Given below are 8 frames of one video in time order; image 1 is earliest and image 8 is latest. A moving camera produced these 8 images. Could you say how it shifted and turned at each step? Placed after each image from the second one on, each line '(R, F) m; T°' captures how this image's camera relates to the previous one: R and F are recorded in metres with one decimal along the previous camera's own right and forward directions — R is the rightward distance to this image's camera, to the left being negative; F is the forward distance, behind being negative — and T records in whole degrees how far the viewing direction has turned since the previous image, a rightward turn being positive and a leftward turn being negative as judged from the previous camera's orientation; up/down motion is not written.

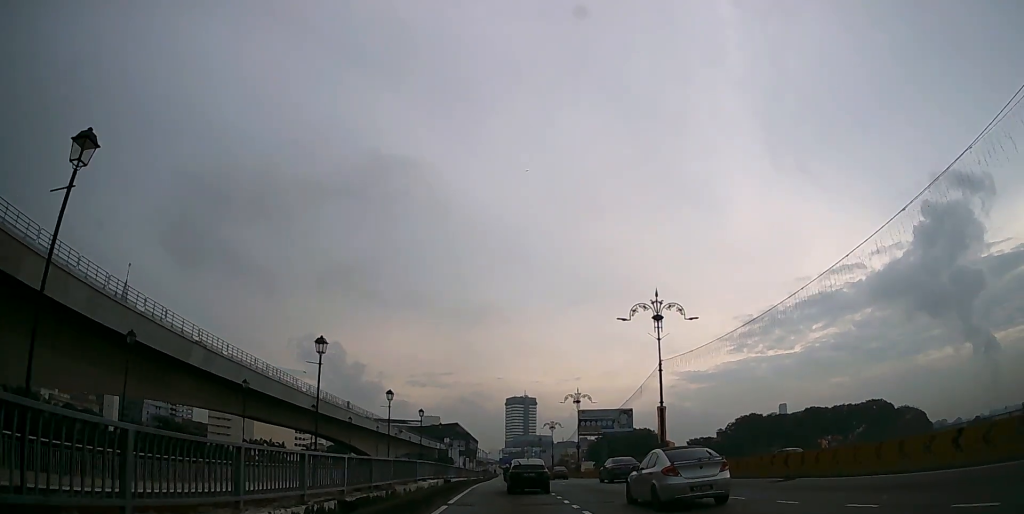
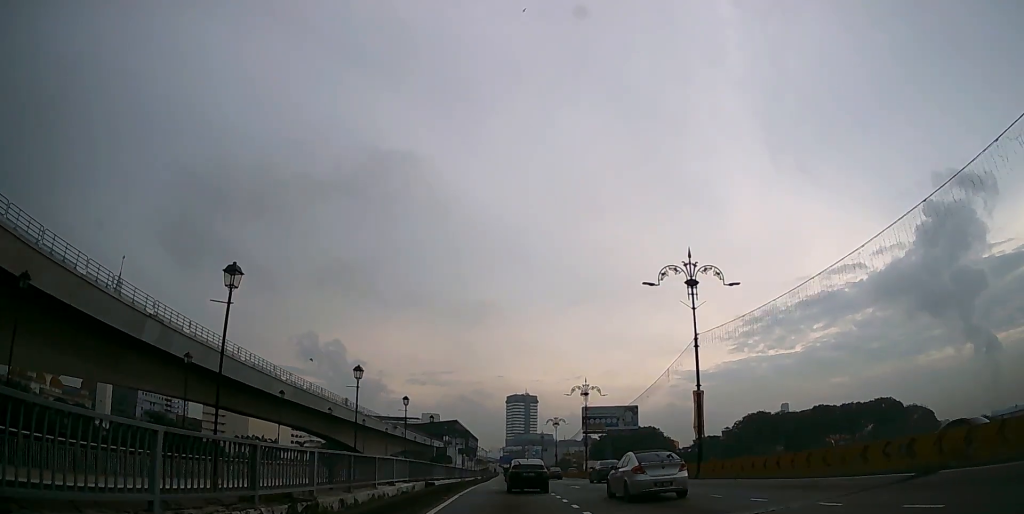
(0.0, +7.1) m; 0°
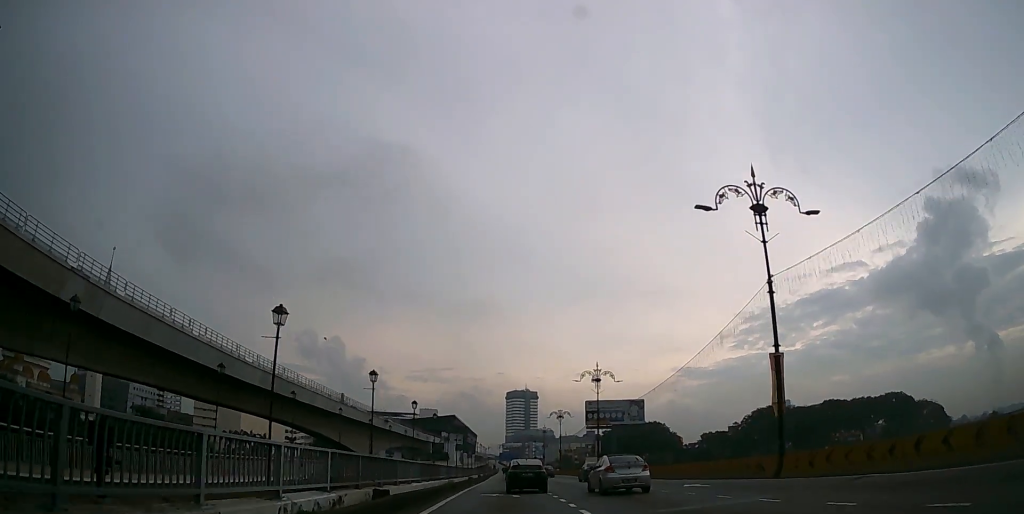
(0.0, +9.2) m; 0°
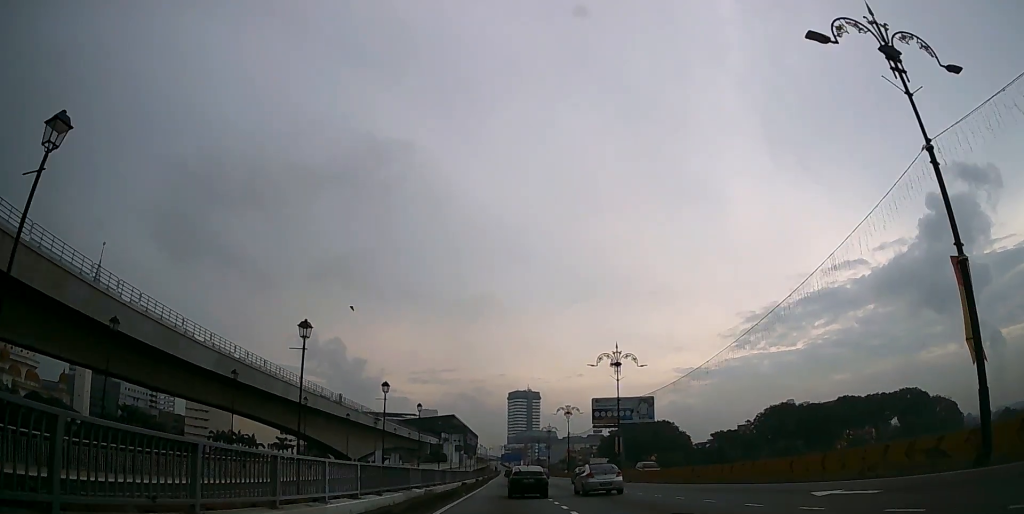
(0.0, +10.4) m; 0°
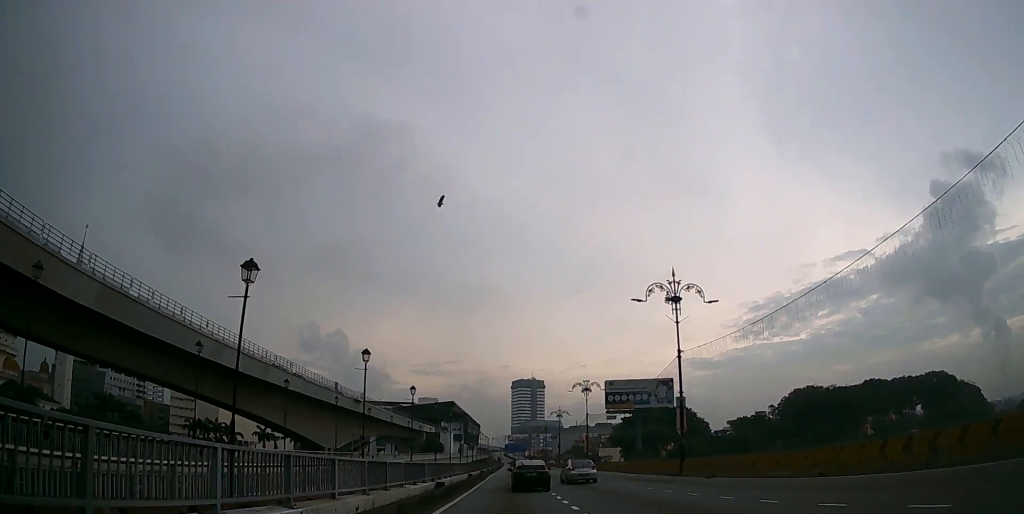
(0.0, +17.8) m; 0°
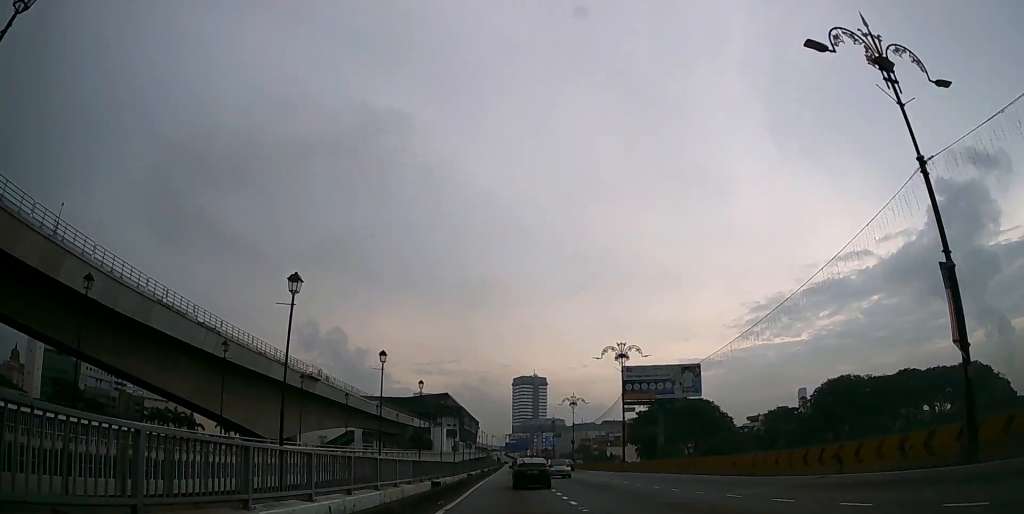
(+0.1, +22.4) m; +1°
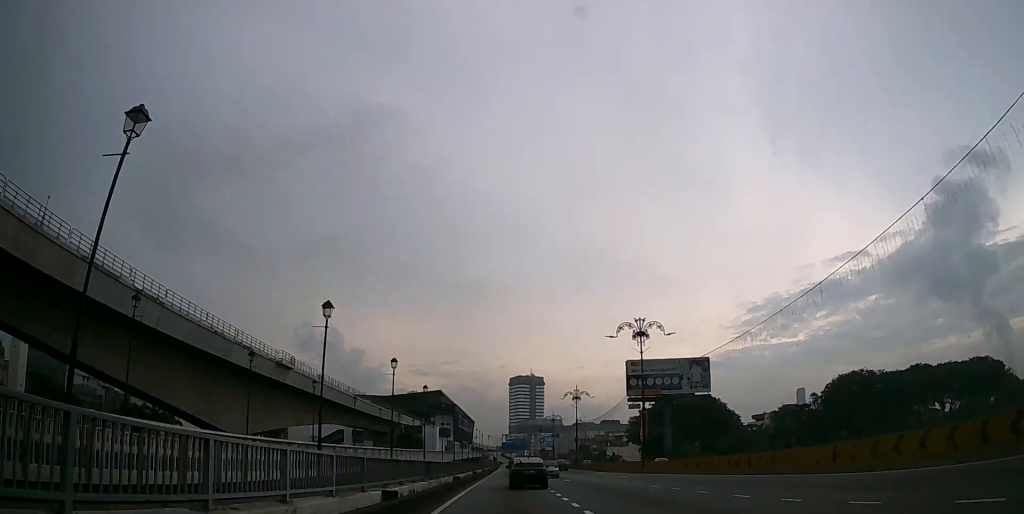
(0.0, +8.4) m; +1°
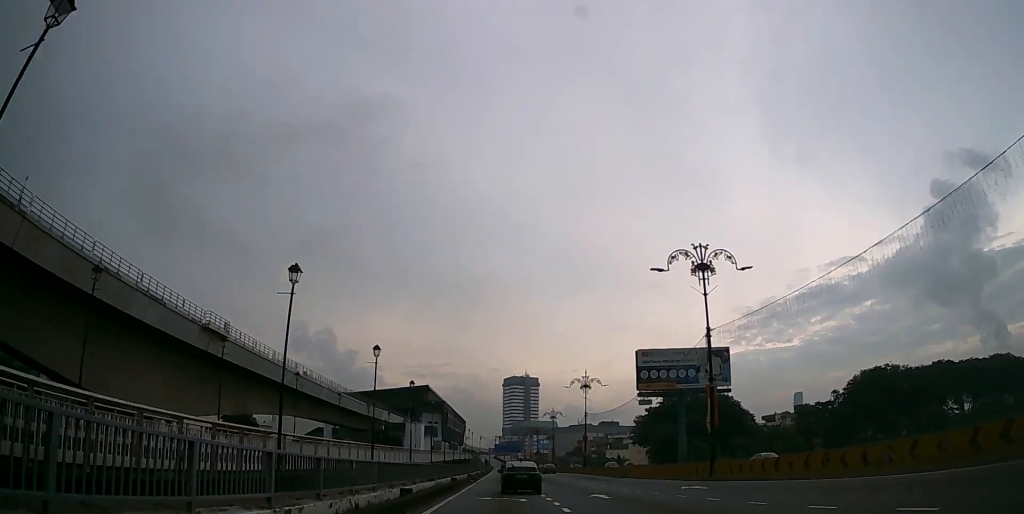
(+0.2, +14.6) m; +1°
